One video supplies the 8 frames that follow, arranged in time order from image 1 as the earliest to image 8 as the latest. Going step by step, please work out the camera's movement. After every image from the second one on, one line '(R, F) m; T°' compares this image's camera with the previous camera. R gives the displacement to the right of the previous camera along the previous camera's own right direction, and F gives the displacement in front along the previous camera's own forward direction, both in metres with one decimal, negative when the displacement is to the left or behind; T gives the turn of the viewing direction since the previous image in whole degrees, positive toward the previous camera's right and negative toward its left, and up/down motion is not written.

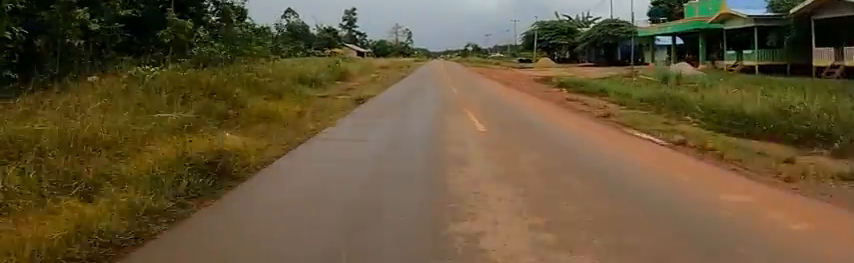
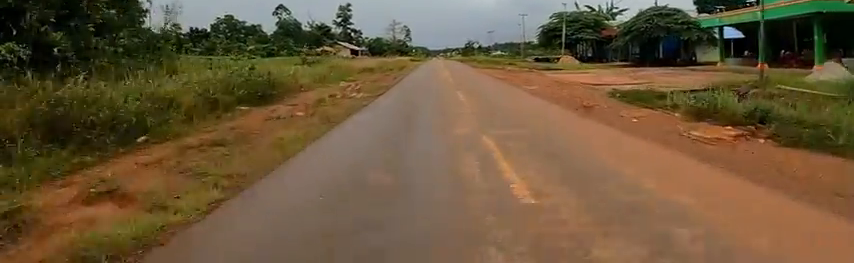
(0.0, +11.3) m; -1°
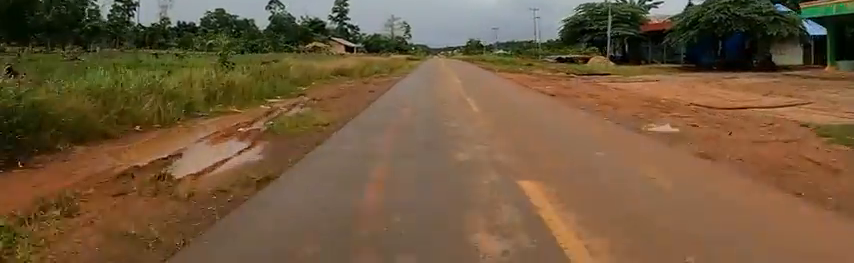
(-0.1, +10.5) m; -1°
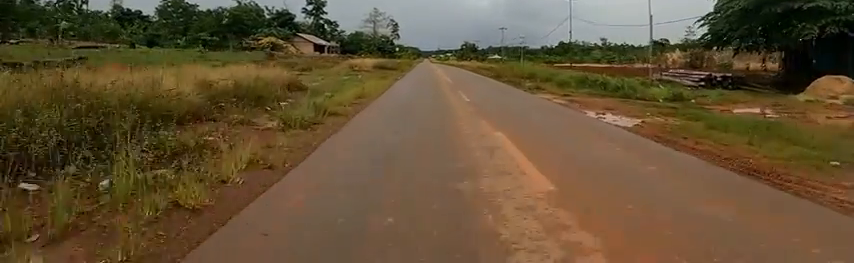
(+0.8, +29.1) m; 0°
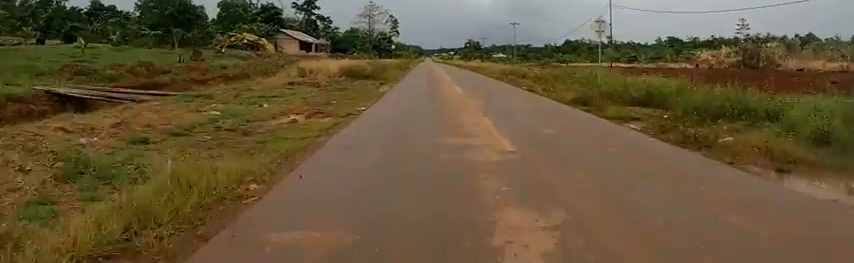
(-0.5, +14.6) m; -1°
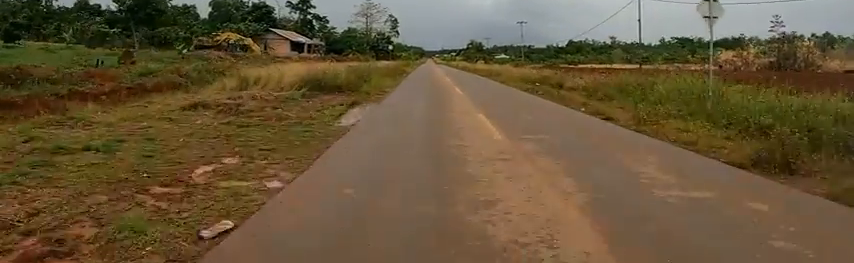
(+0.1, +7.9) m; +1°
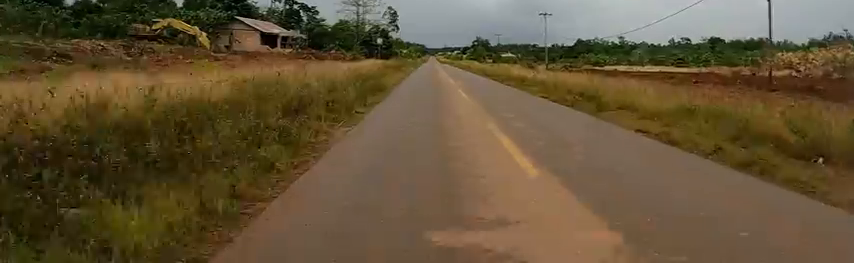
(+0.8, +18.8) m; +3°
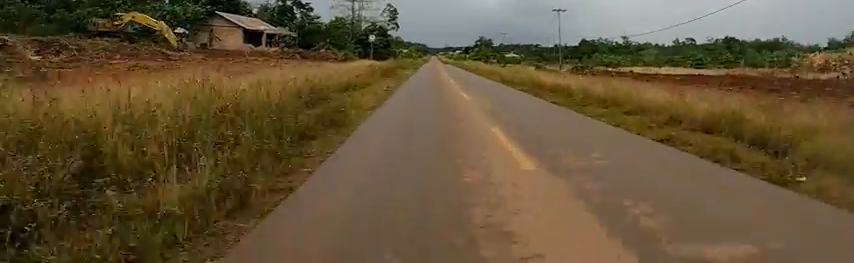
(+0.5, +7.6) m; -1°
